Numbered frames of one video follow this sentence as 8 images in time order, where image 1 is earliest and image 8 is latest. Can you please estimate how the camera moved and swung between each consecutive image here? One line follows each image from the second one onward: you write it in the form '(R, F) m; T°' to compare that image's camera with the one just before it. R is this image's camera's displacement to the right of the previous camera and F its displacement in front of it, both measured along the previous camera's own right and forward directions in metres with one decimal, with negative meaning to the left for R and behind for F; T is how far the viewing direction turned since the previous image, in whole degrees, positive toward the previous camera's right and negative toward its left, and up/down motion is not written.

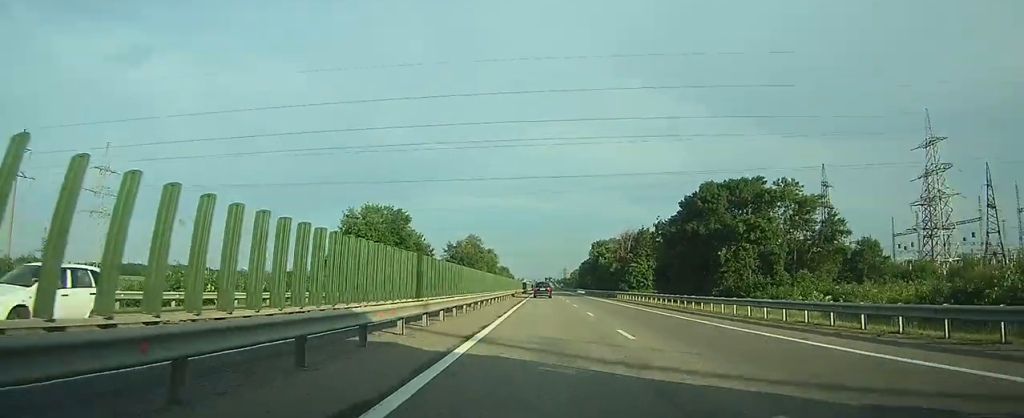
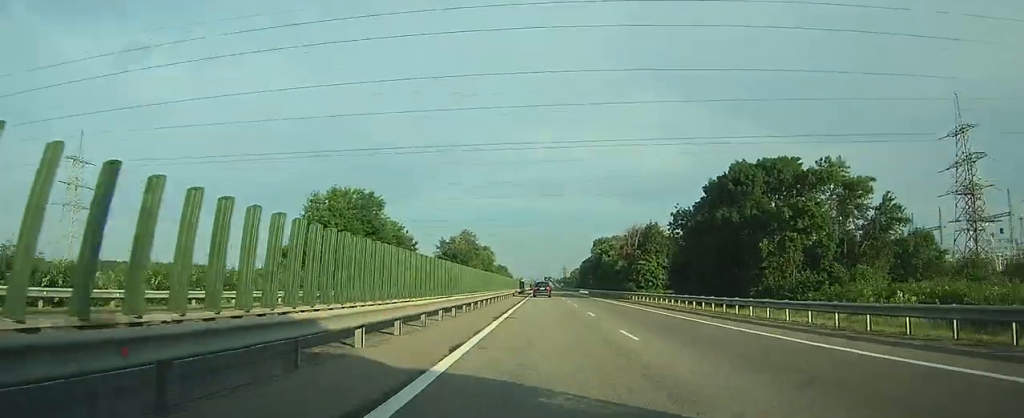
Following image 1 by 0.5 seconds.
(0.0, +12.3) m; 0°
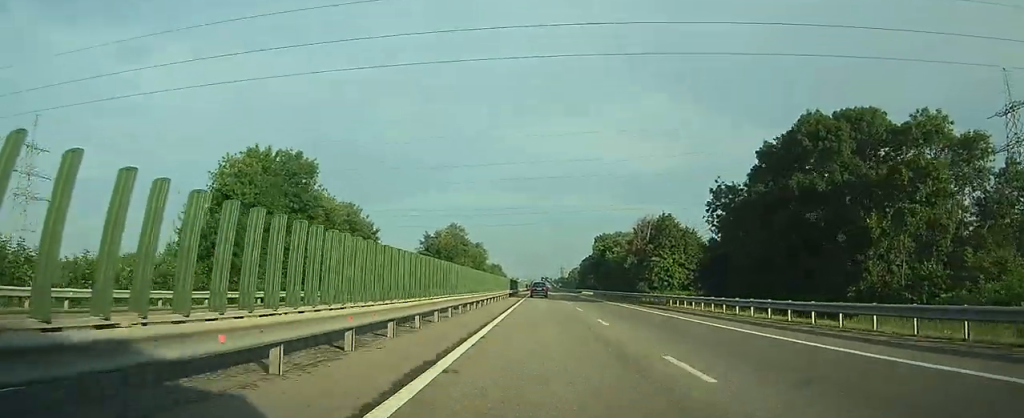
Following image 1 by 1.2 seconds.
(+0.1, +18.6) m; 0°
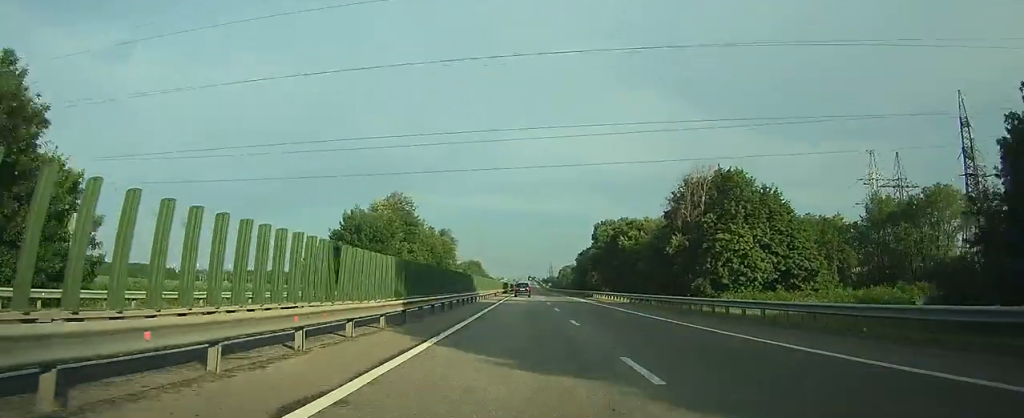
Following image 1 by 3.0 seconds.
(+0.3, +48.1) m; +1°
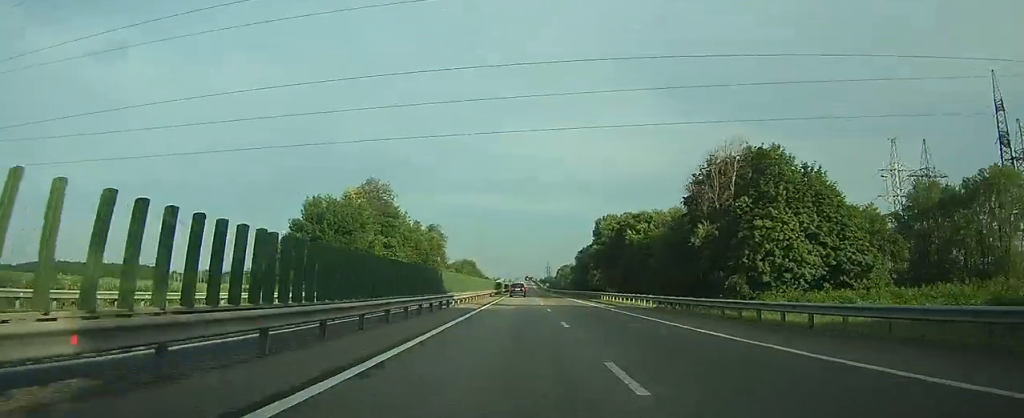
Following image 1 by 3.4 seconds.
(0.0, +12.6) m; 0°
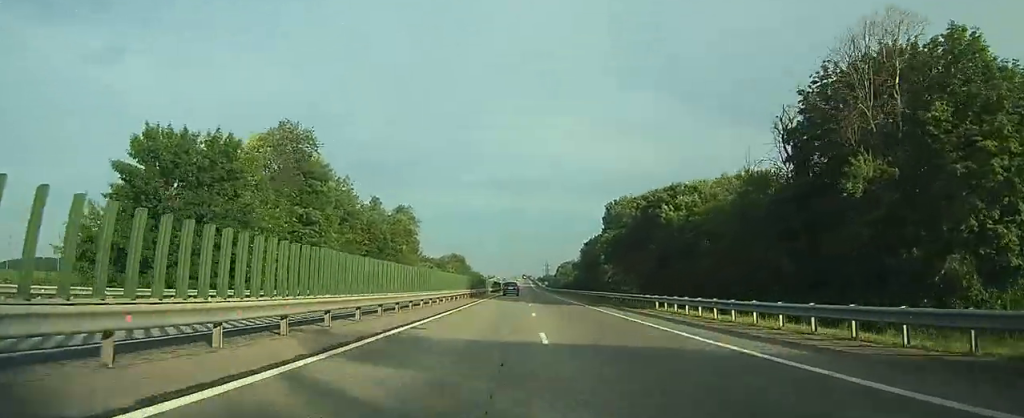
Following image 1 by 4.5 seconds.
(0.0, +29.8) m; 0°
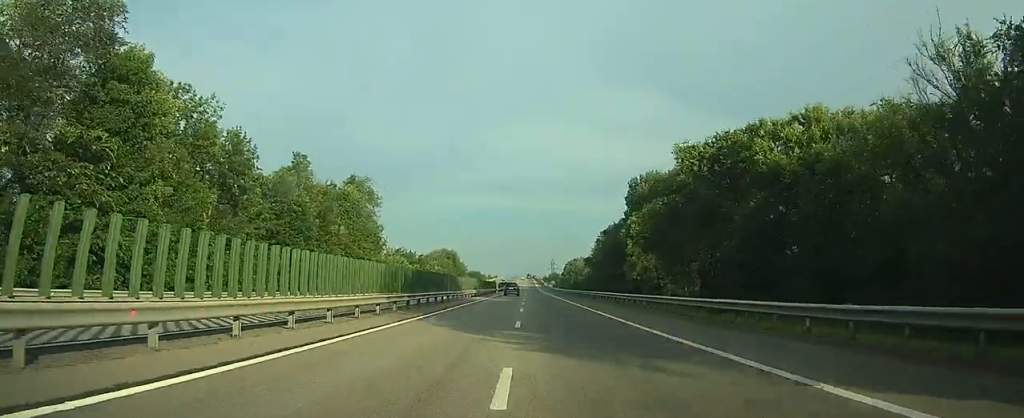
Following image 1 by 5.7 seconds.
(0.0, +30.8) m; 0°
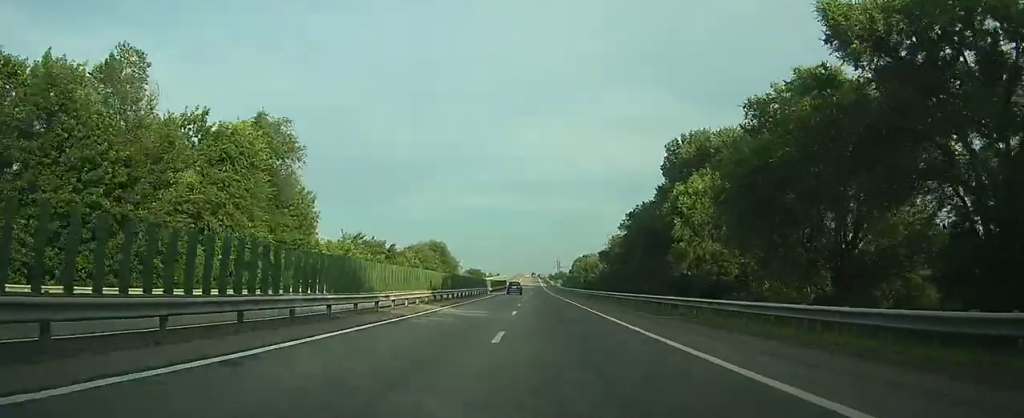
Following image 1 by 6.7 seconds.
(0.0, +29.1) m; 0°
